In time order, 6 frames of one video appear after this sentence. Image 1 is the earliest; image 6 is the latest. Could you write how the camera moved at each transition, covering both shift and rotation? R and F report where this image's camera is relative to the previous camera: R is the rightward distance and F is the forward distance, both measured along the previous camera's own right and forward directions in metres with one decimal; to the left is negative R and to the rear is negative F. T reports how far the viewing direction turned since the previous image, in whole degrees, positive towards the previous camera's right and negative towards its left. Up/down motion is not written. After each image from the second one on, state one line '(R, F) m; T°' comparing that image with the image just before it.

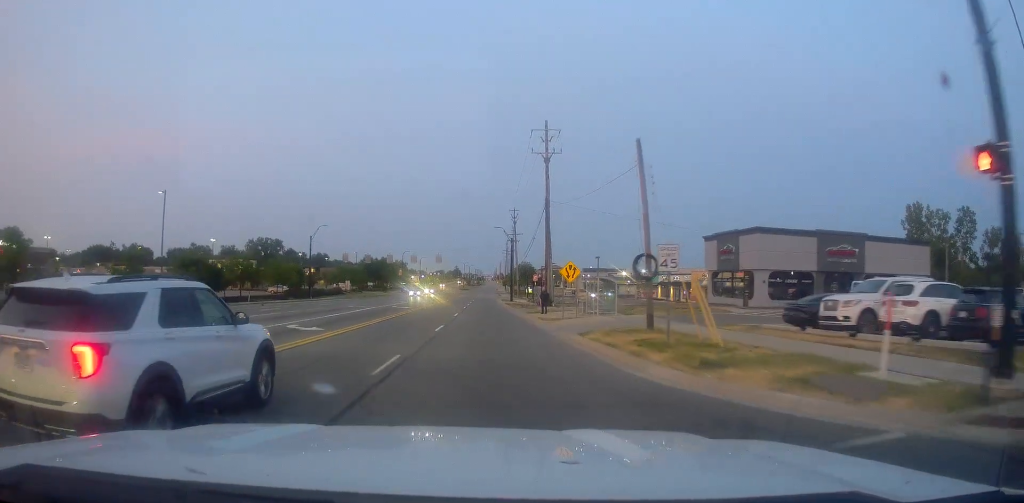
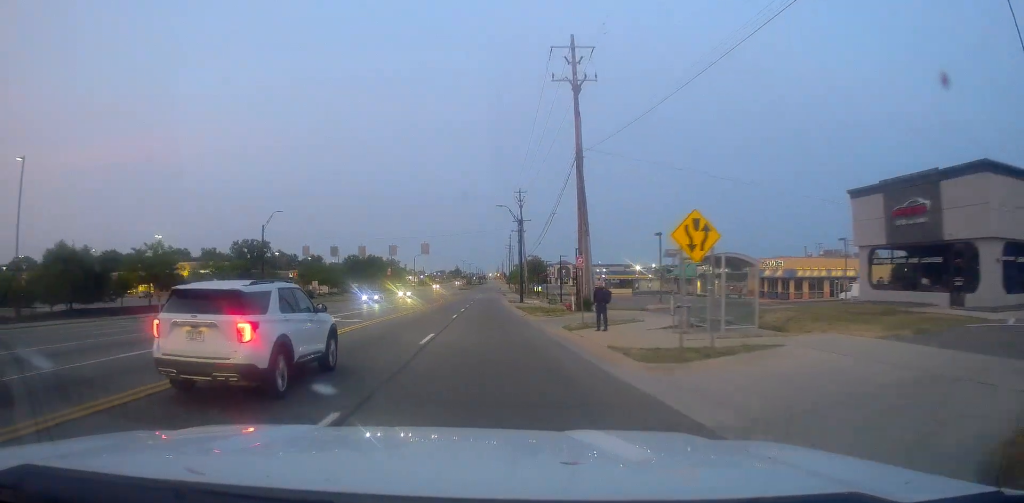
(+0.3, +17.0) m; +2°
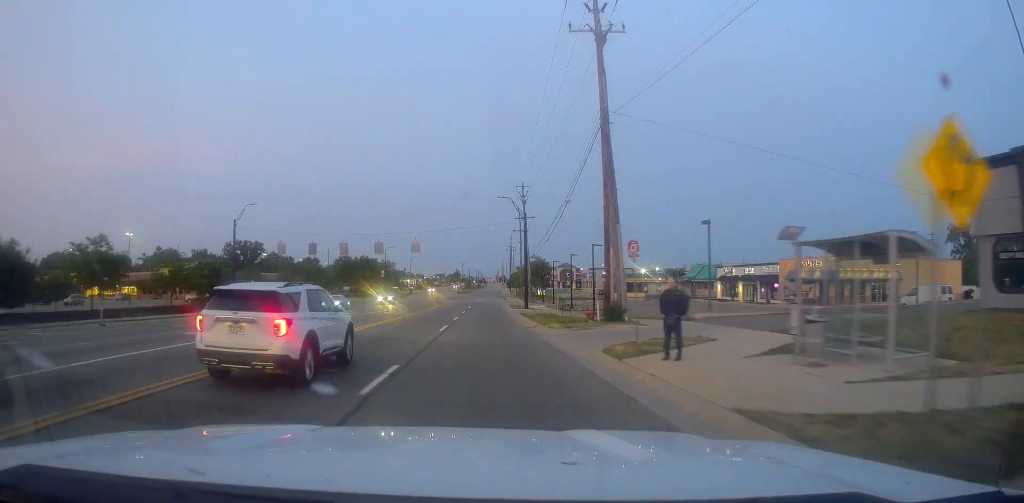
(0.0, +7.6) m; 0°
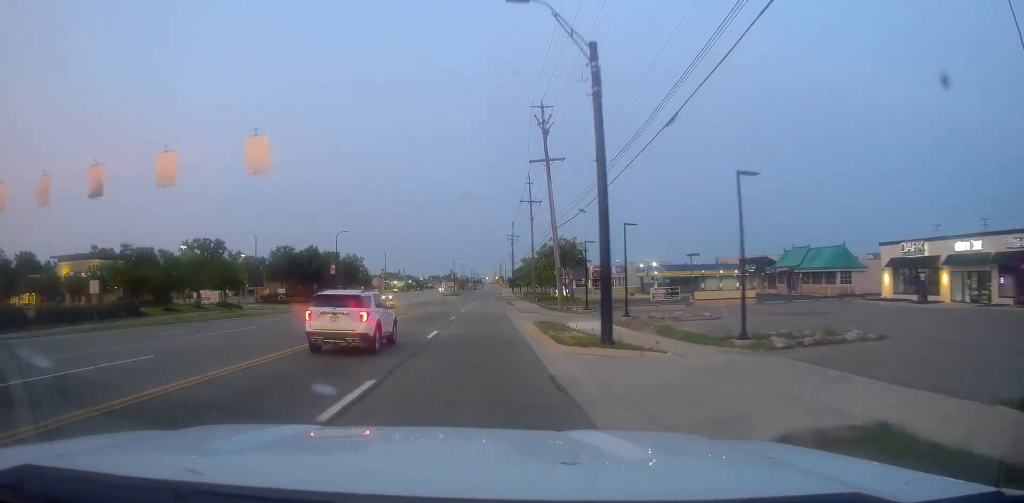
(-1.6, +36.5) m; -3°
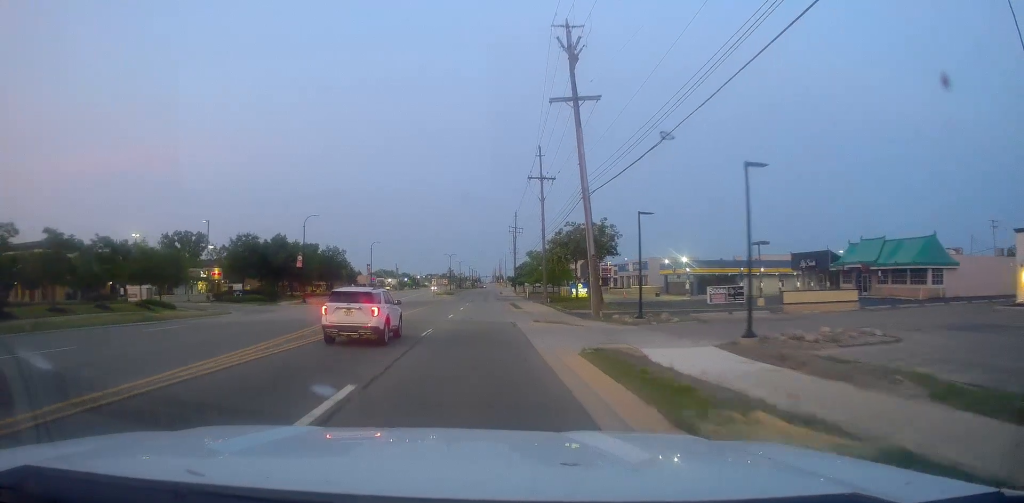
(+0.4, +15.4) m; 0°
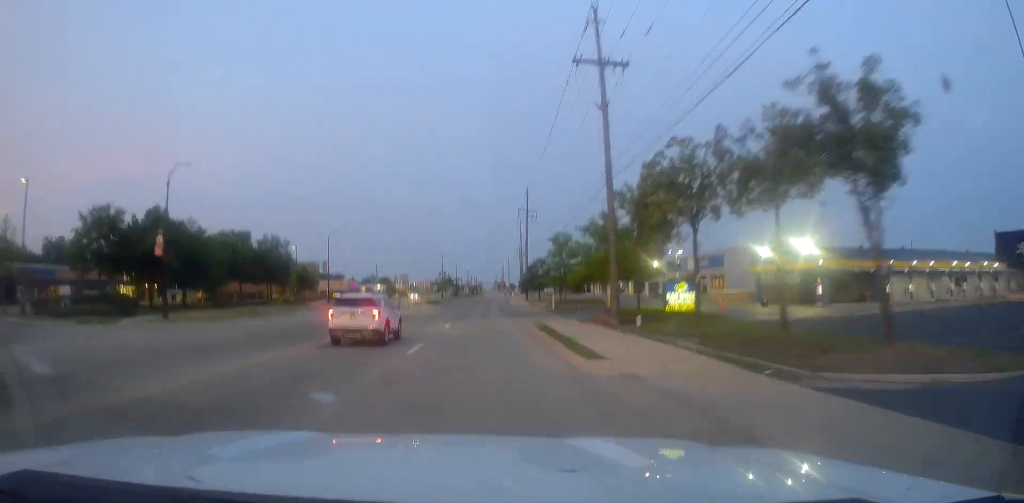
(+0.3, +32.9) m; +2°
